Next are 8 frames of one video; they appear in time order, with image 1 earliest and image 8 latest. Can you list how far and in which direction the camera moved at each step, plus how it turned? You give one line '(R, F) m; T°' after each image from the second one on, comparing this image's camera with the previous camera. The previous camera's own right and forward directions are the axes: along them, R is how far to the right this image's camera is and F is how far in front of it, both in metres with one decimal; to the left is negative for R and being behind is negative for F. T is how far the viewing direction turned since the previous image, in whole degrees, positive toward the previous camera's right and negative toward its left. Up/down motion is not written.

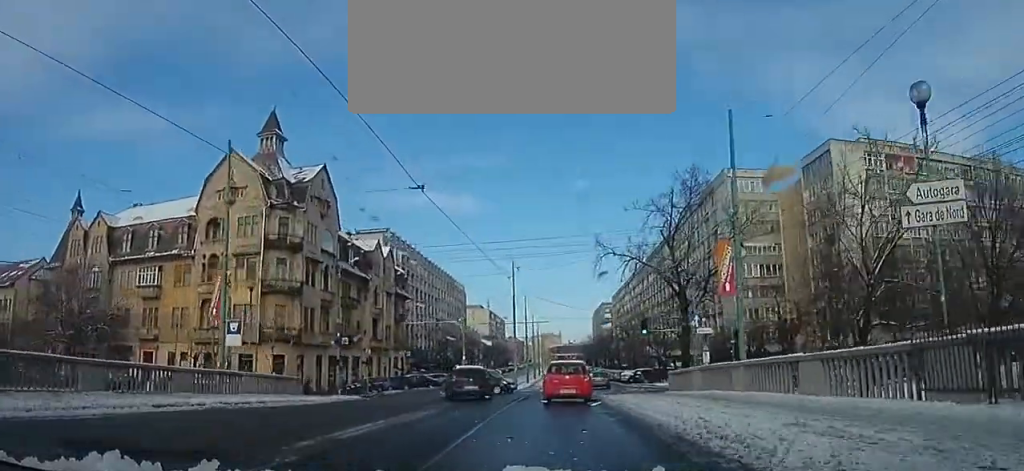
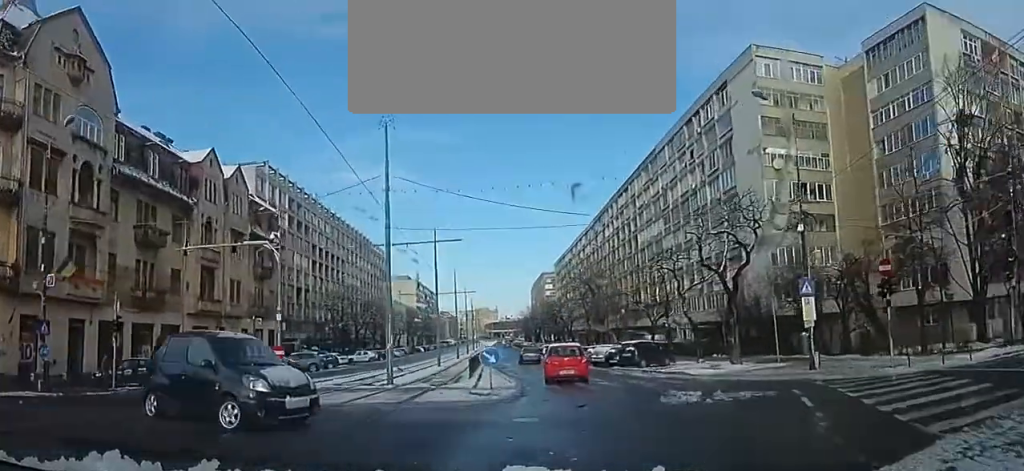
(+0.7, +24.9) m; +2°
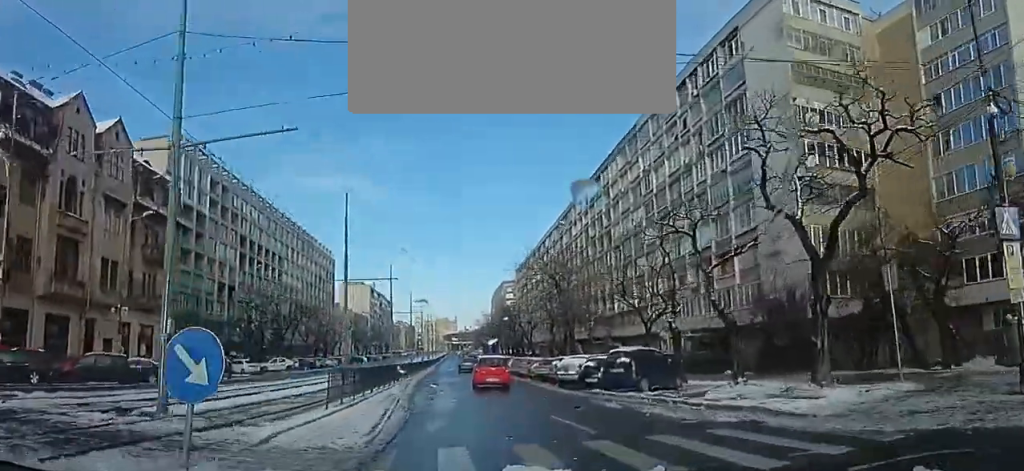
(0.0, +10.4) m; 0°
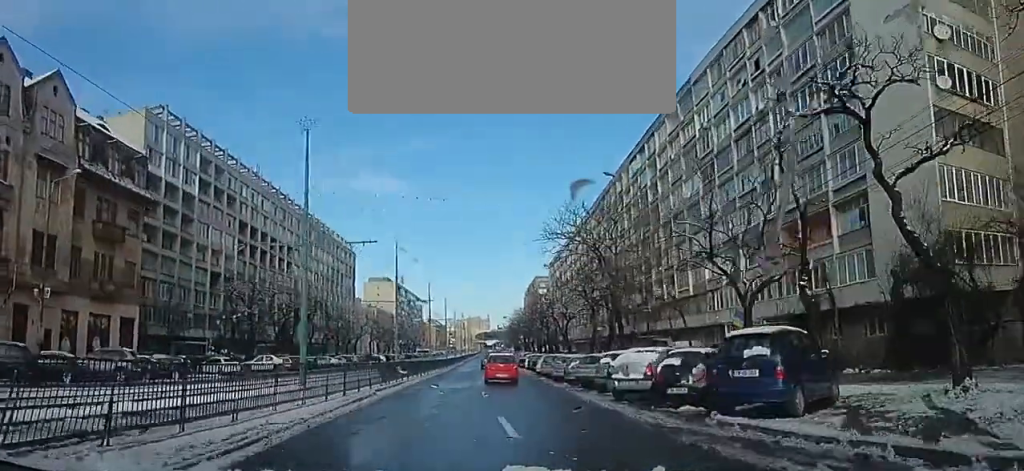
(0.0, +7.5) m; 0°
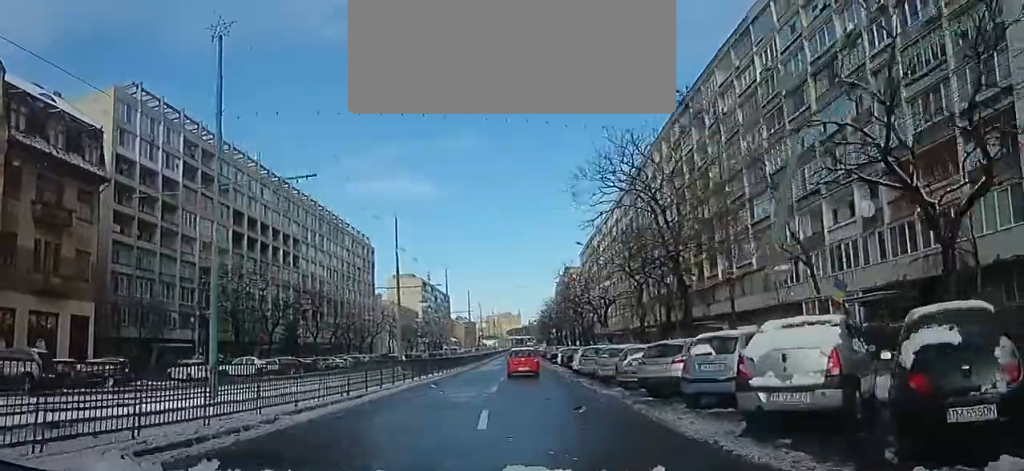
(0.0, +6.0) m; 0°
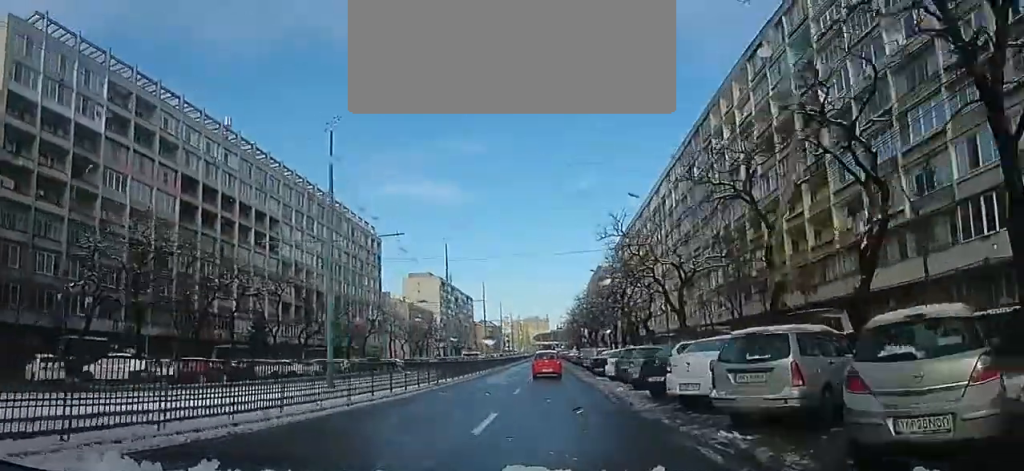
(-0.1, +10.9) m; 0°
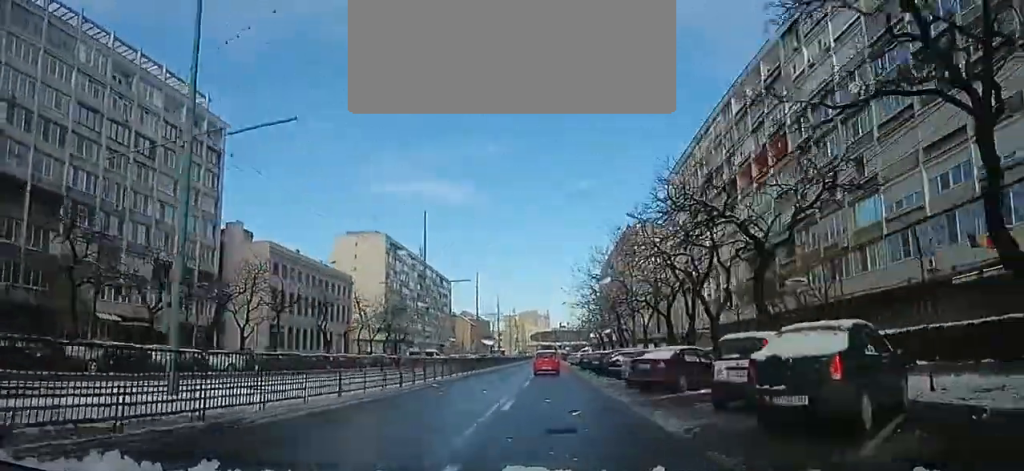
(-0.1, +44.0) m; 0°
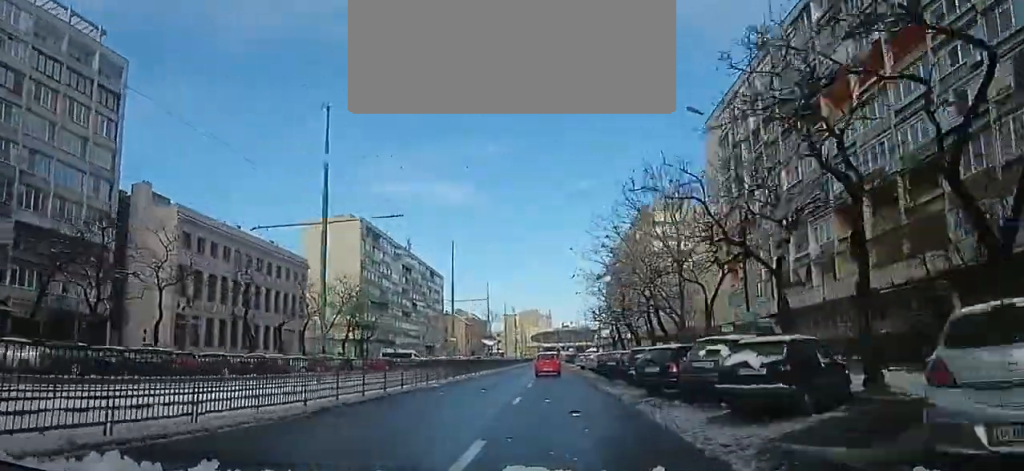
(0.0, +19.7) m; 0°
